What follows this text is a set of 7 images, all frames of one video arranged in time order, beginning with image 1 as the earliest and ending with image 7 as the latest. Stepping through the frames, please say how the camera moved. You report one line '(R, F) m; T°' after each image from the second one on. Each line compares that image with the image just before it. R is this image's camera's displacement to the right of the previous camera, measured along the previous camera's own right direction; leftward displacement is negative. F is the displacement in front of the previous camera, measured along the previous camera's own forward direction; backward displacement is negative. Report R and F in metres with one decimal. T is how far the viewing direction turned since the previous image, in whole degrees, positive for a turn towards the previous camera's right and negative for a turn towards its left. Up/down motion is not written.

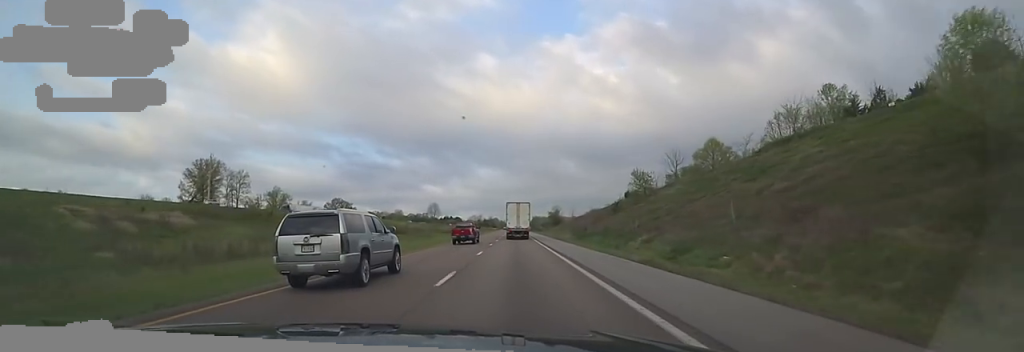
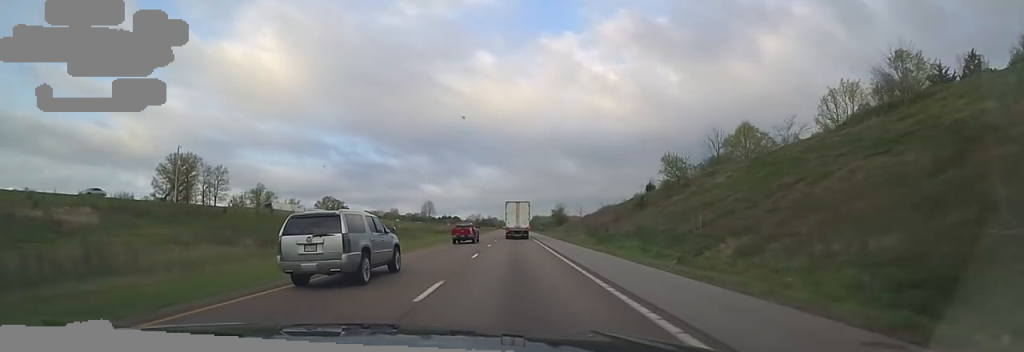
(+0.4, +14.4) m; -1°
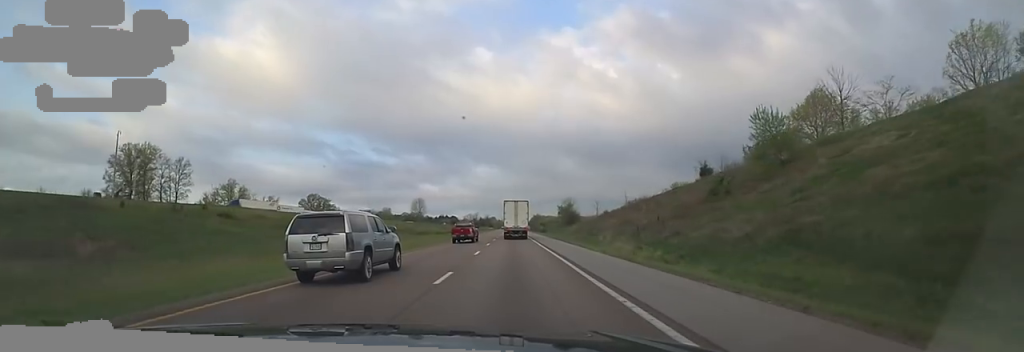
(-0.1, +21.9) m; -1°
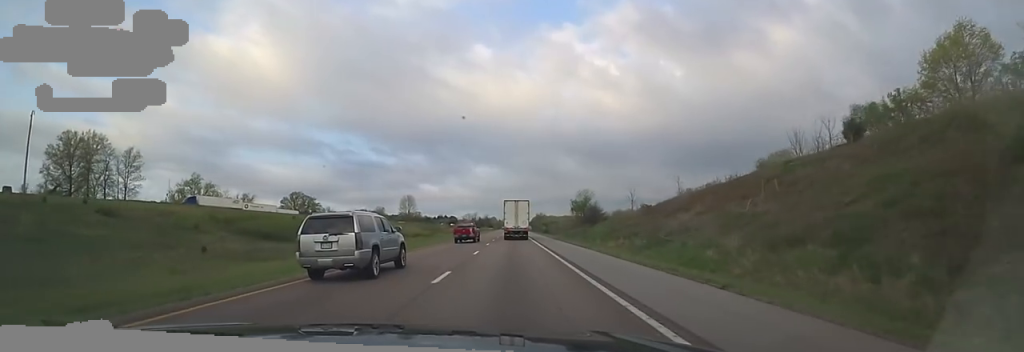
(-1.1, +24.5) m; 0°
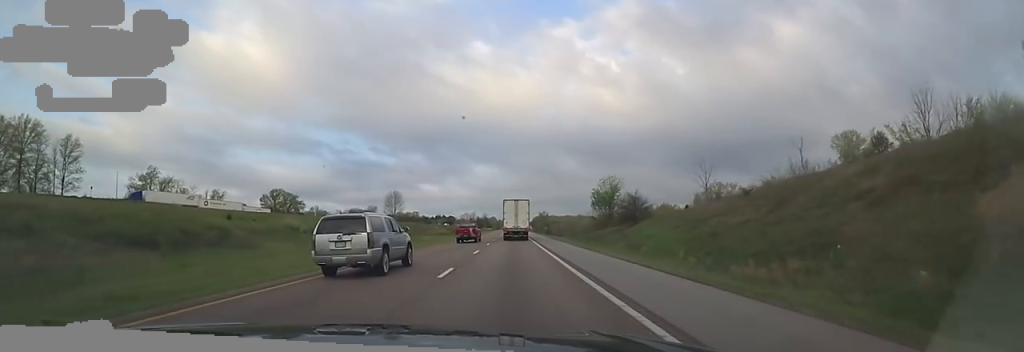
(+0.9, +23.9) m; +2°
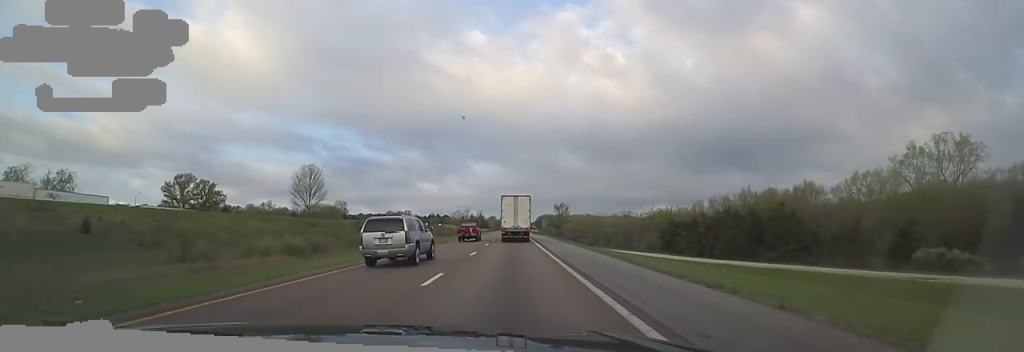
(+0.1, +76.4) m; -1°
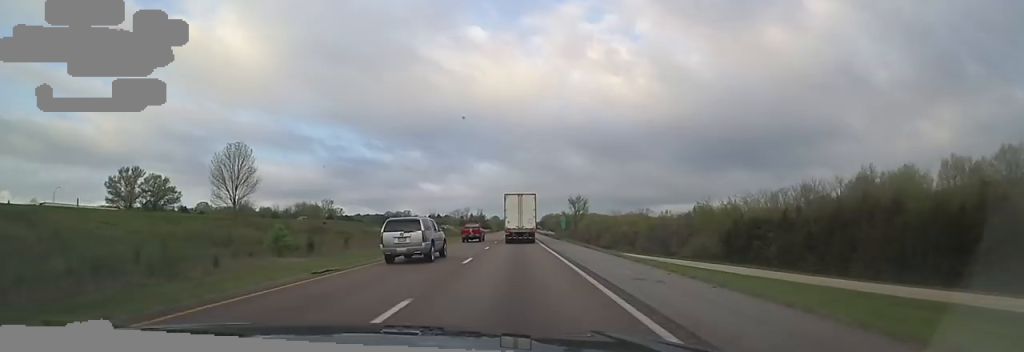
(-0.1, +29.6) m; -3°
